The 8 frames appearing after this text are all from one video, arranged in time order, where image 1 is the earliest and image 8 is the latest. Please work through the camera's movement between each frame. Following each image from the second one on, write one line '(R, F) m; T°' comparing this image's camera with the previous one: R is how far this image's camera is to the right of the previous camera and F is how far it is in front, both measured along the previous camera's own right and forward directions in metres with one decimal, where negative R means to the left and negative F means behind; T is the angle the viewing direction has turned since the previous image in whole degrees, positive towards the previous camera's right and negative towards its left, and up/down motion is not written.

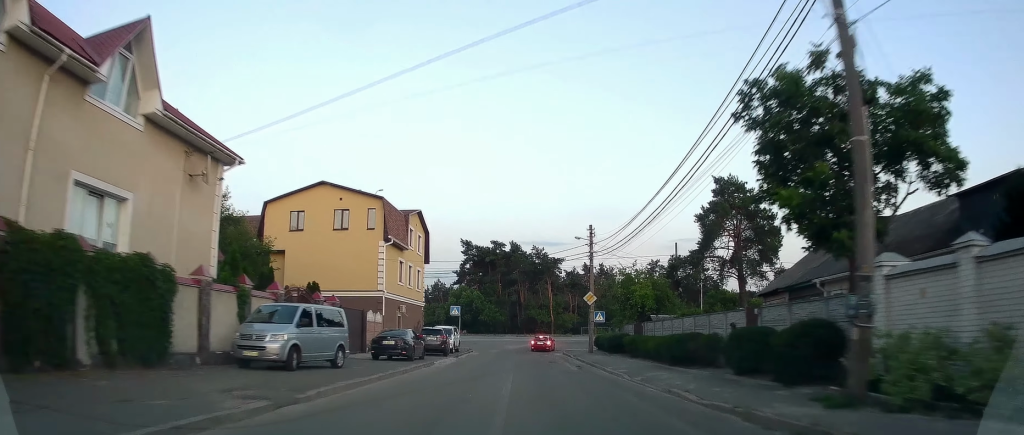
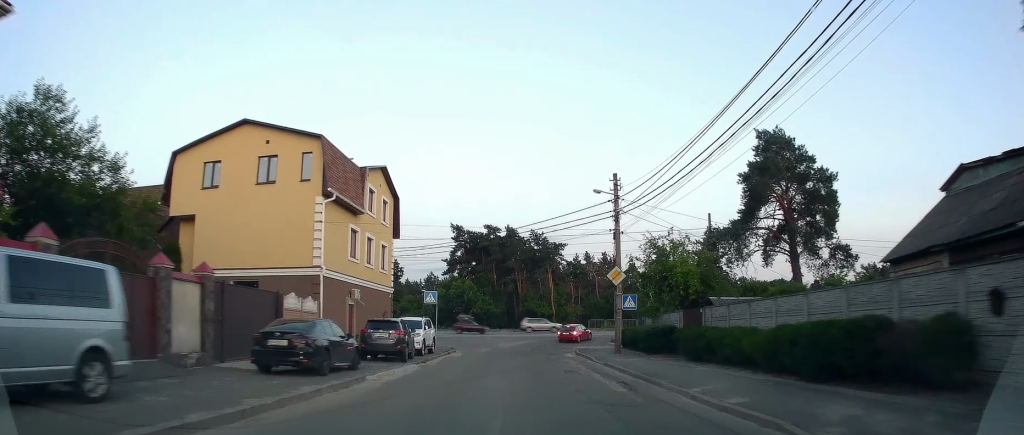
(0.0, +12.3) m; -1°
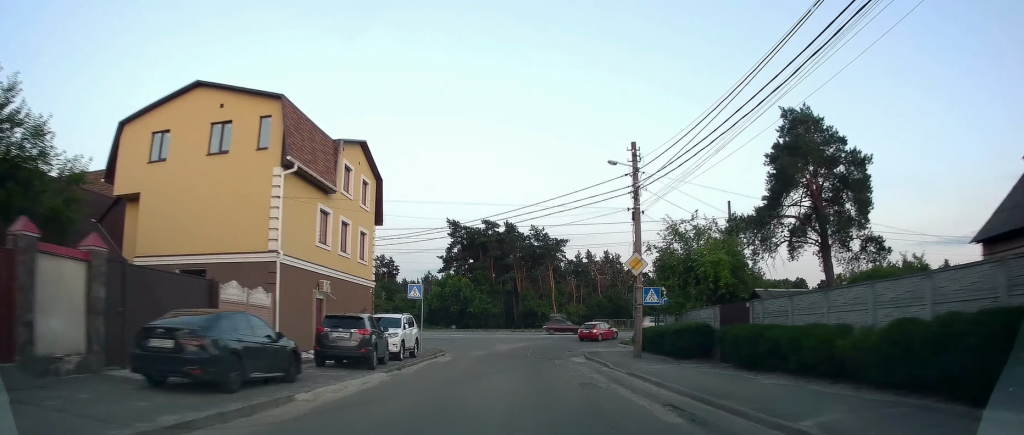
(0.0, +5.7) m; -1°
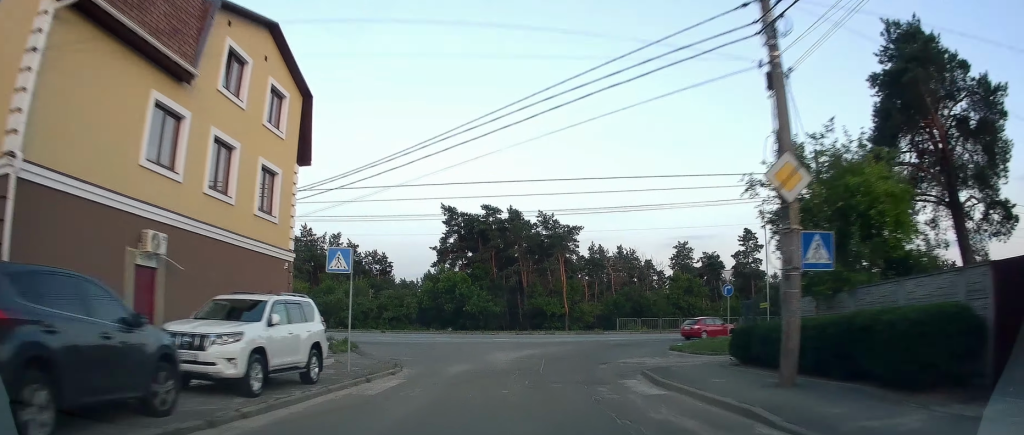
(-0.3, +14.8) m; 0°
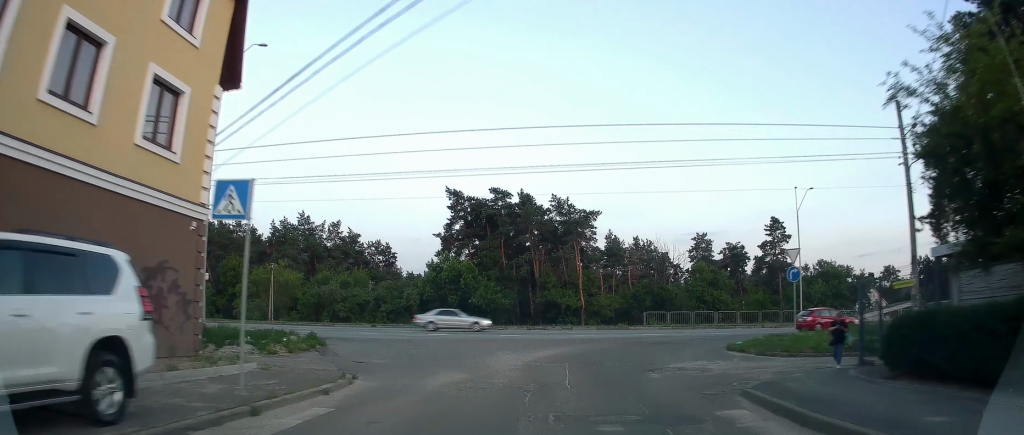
(+0.2, +8.5) m; 0°
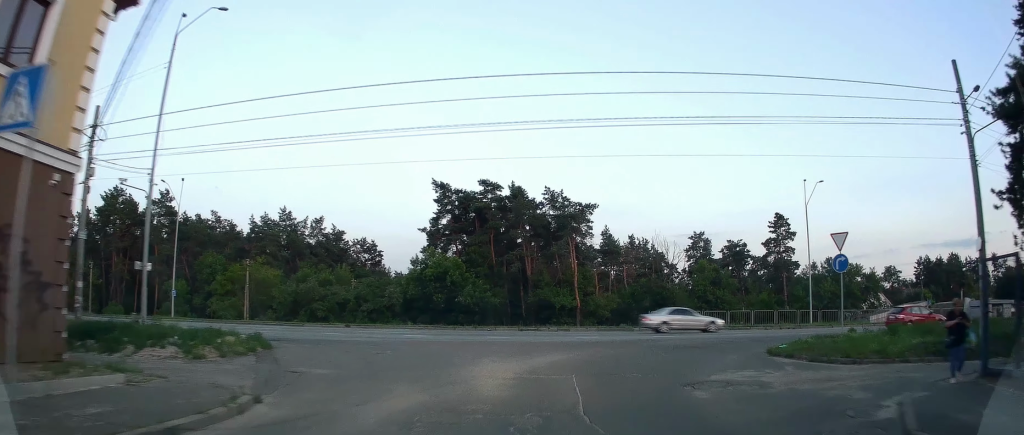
(0.0, +5.8) m; -1°
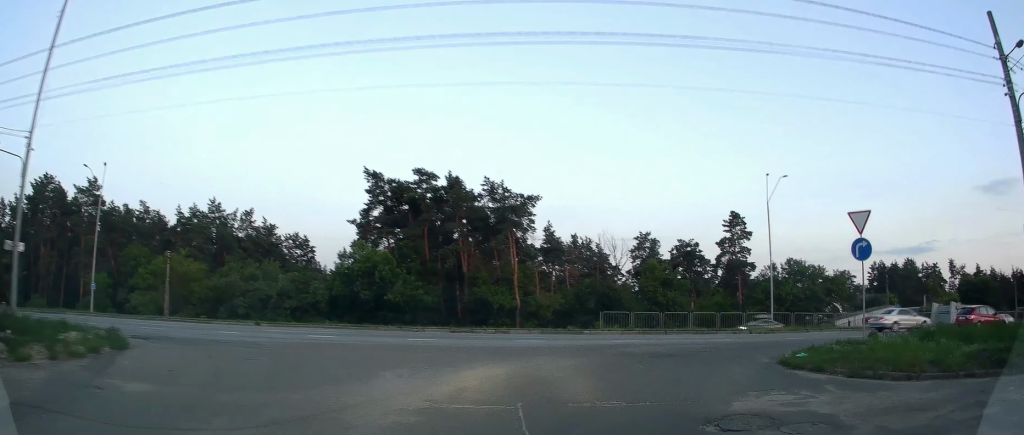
(-0.2, +7.3) m; -2°
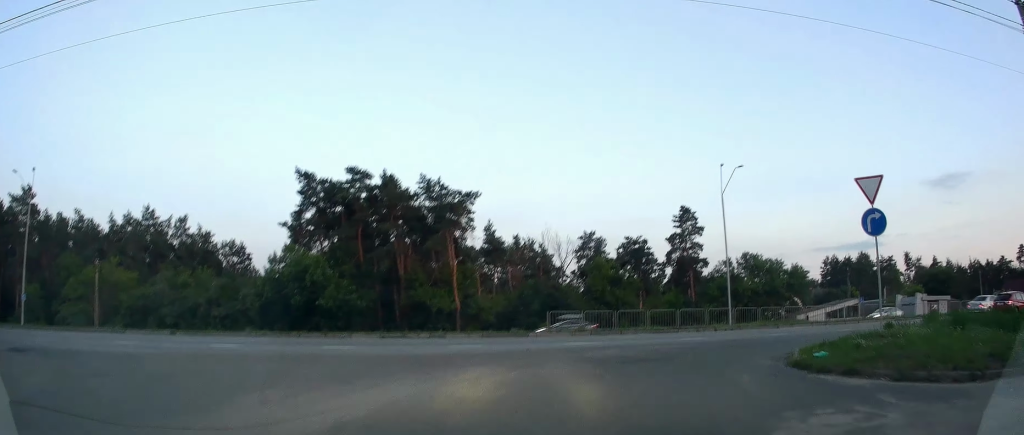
(-0.3, +5.4) m; +2°
